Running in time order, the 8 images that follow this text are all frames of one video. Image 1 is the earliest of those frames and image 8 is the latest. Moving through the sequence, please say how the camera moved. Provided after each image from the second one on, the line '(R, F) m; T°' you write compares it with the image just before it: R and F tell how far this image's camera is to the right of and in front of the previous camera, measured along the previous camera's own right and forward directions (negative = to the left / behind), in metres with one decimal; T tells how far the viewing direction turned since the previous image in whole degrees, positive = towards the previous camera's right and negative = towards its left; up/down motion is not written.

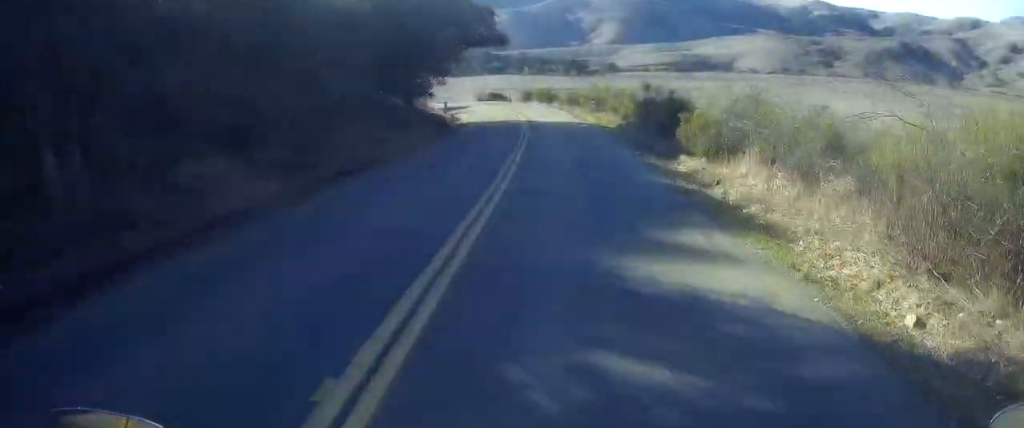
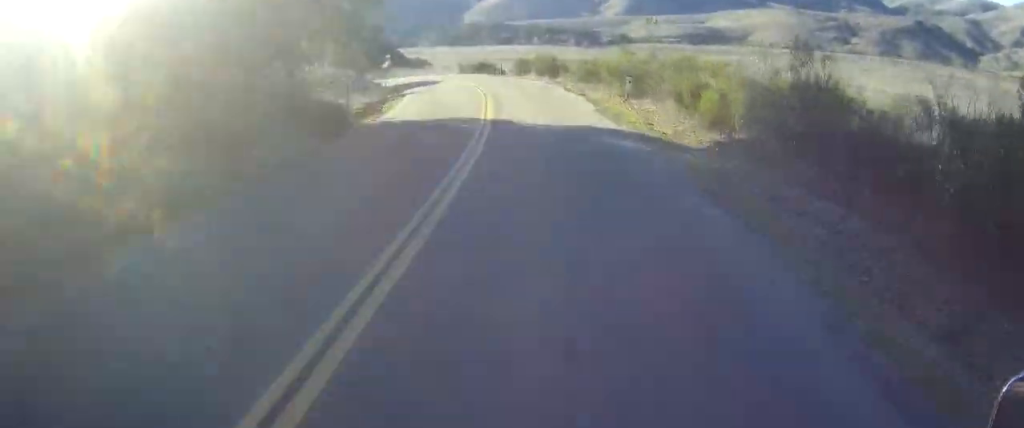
(-0.5, +20.1) m; -3°
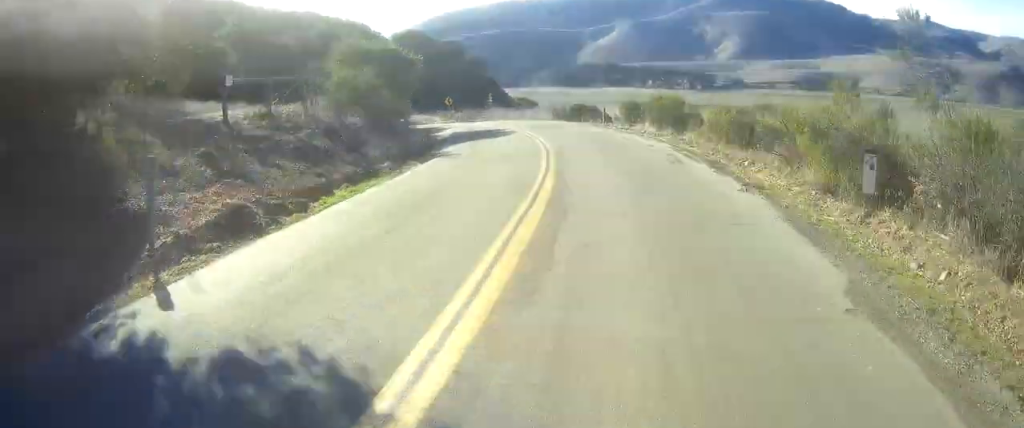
(-0.2, +15.2) m; -1°
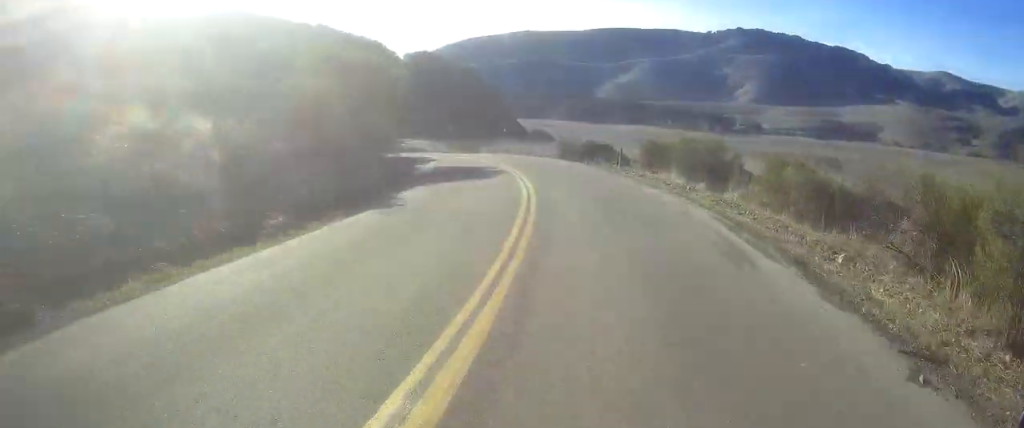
(0.0, +6.9) m; -1°
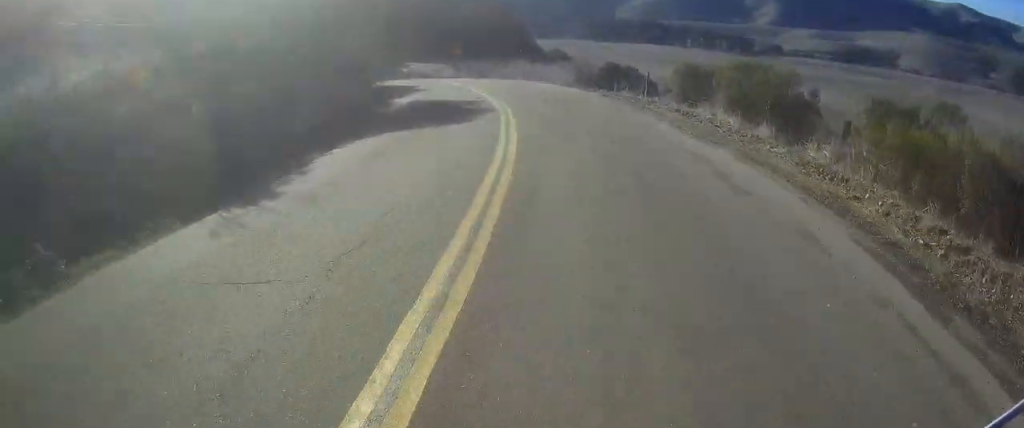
(0.0, +6.6) m; -5°
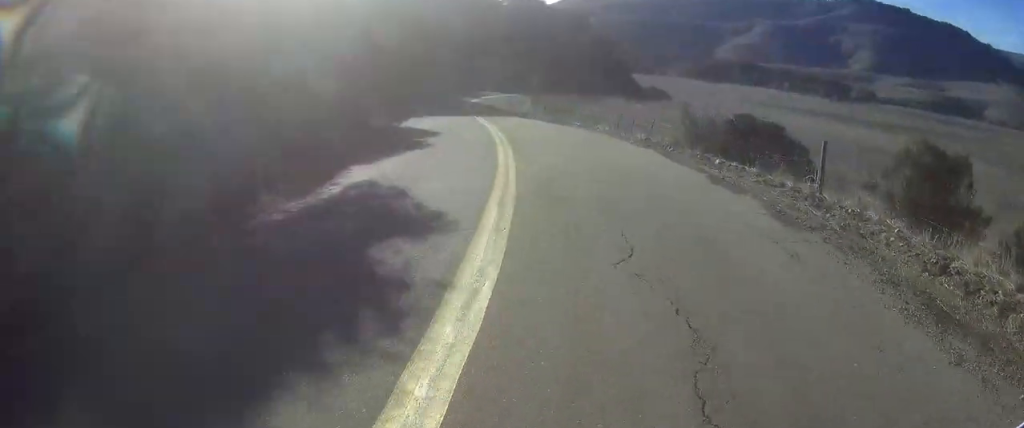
(-0.9, +12.5) m; -11°
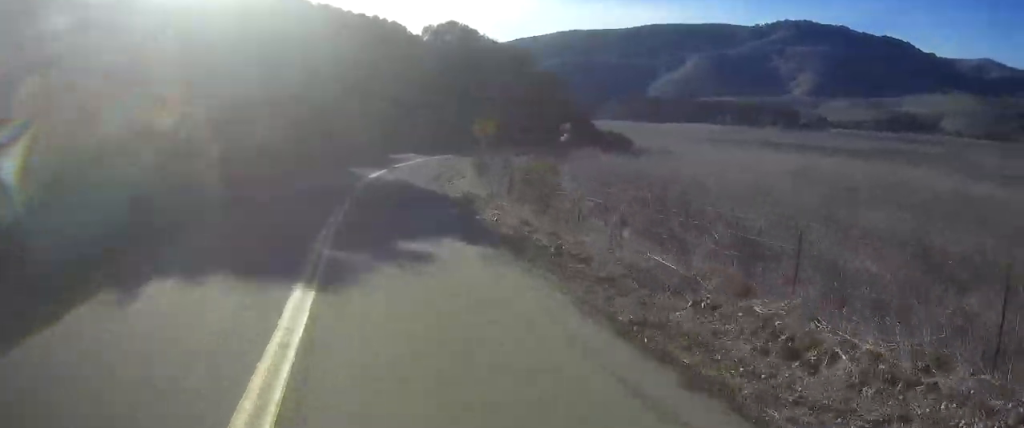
(-4.9, +25.1) m; -16°
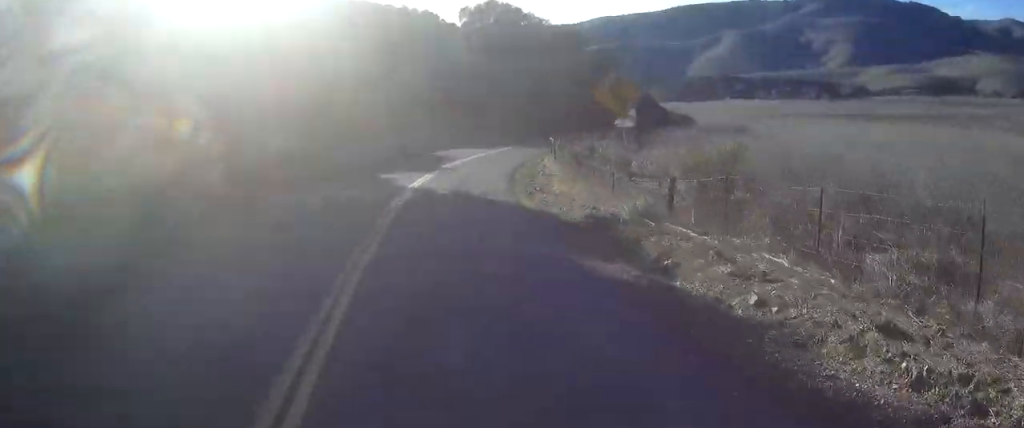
(-0.8, +11.8) m; +3°
